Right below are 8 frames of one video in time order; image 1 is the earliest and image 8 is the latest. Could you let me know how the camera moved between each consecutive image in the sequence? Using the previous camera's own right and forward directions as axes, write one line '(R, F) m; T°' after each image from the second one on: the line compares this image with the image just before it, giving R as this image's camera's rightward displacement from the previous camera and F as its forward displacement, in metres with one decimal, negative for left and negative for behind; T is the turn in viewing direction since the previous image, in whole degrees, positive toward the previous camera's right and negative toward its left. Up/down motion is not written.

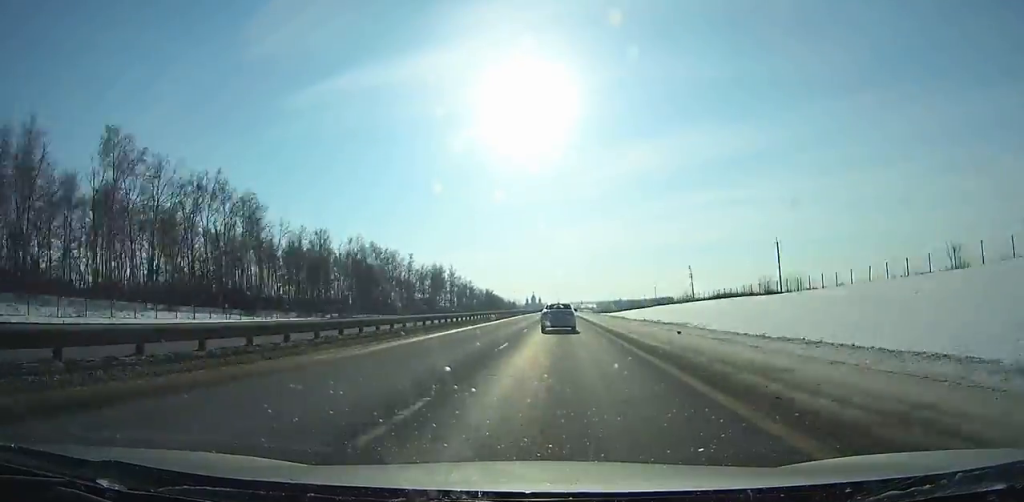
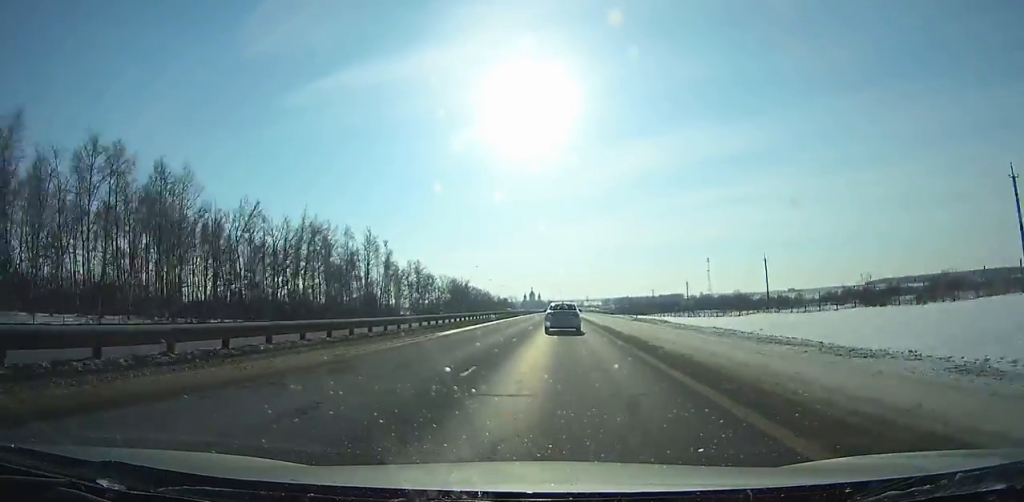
(-0.1, +112.1) m; 0°
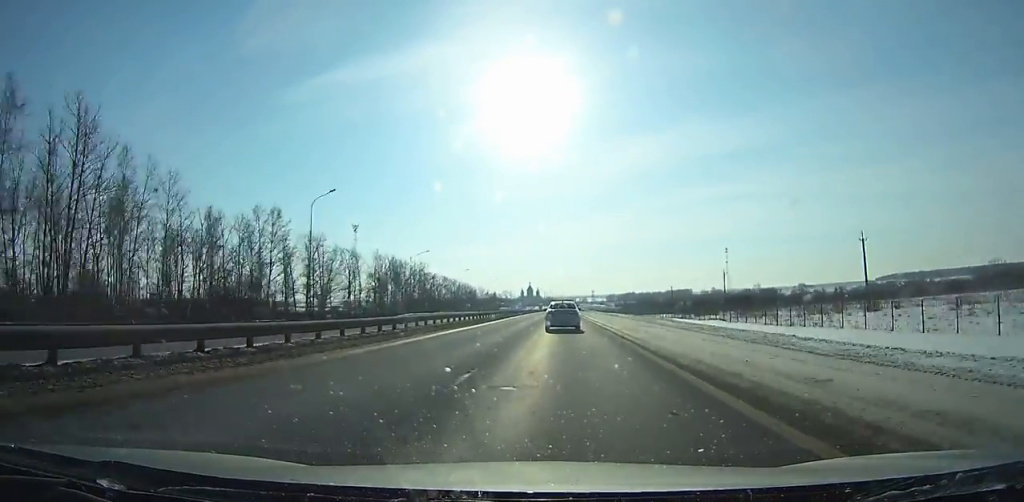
(-0.2, +95.0) m; 0°
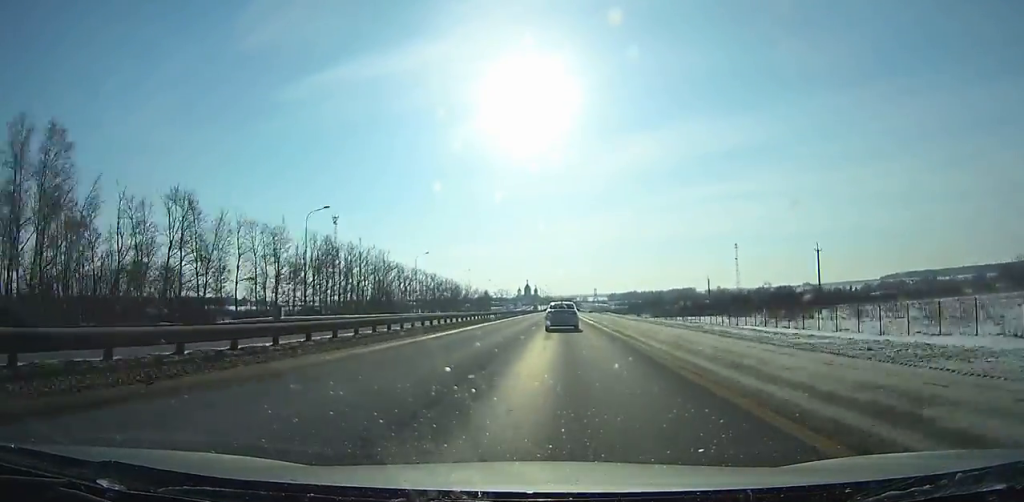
(0.0, +47.3) m; 0°
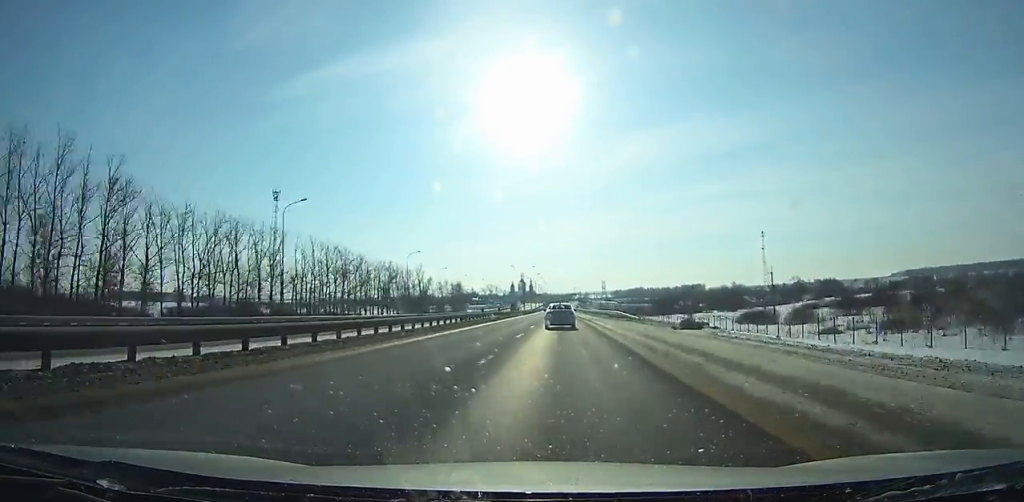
(+0.2, +103.5) m; 0°
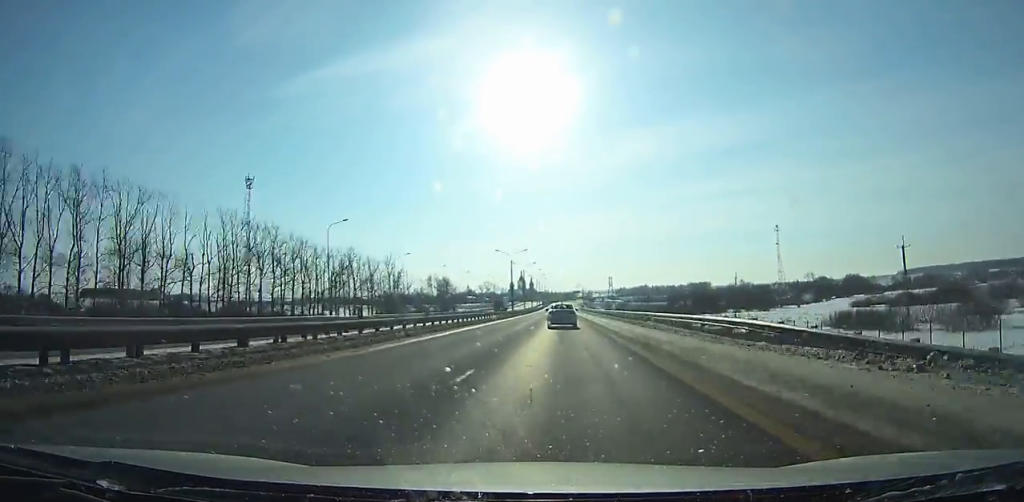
(0.0, +37.6) m; 0°
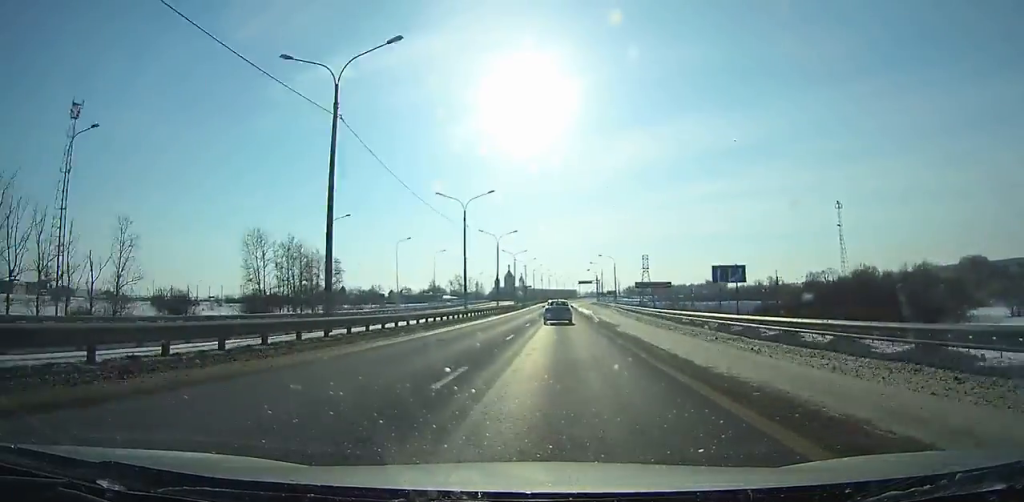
(+0.1, +139.9) m; 0°
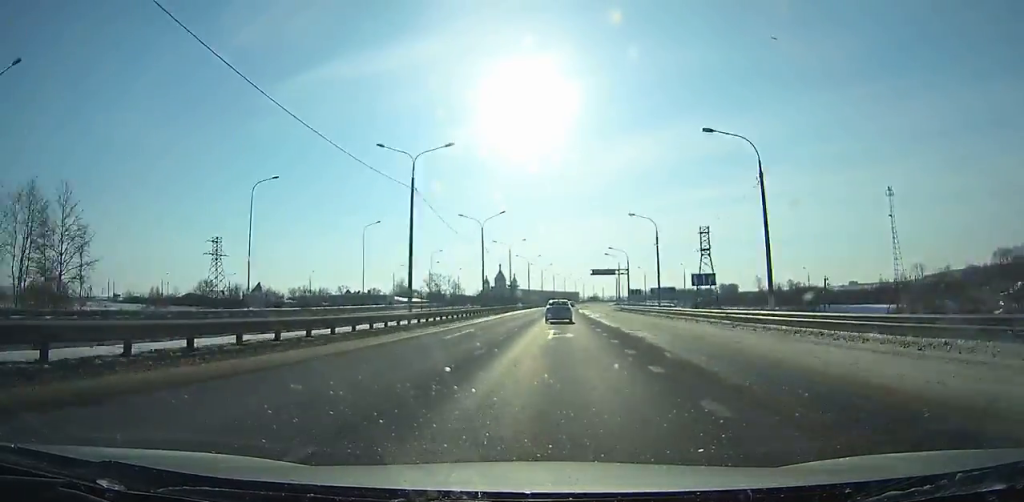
(0.0, +79.4) m; 0°
